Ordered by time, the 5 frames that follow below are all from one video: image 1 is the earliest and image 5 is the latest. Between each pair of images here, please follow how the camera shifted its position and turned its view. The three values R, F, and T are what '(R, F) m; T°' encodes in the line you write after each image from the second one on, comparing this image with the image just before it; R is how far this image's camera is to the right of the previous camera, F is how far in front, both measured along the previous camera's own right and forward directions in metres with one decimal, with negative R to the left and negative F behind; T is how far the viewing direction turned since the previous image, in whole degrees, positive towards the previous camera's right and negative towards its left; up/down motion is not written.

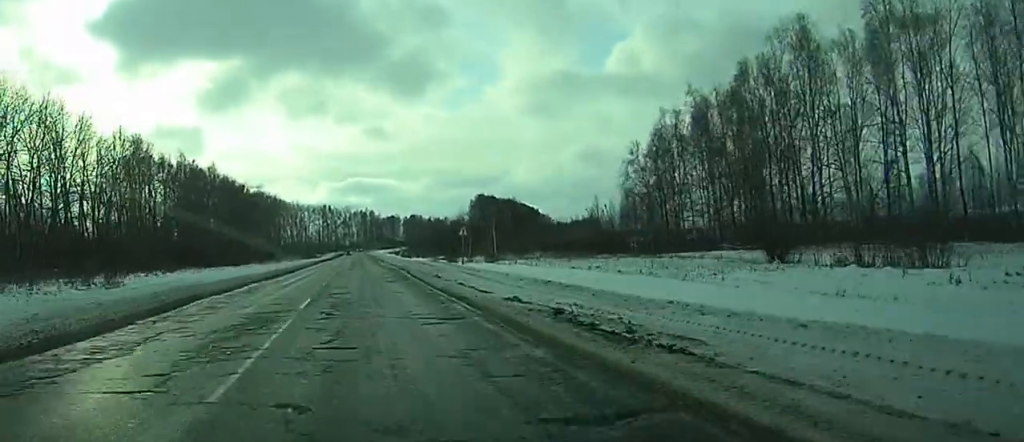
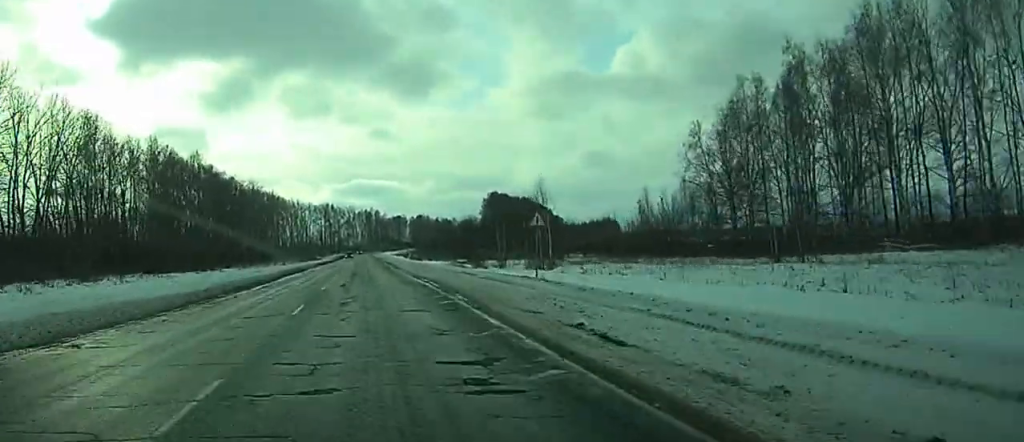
(0.0, +26.5) m; 0°
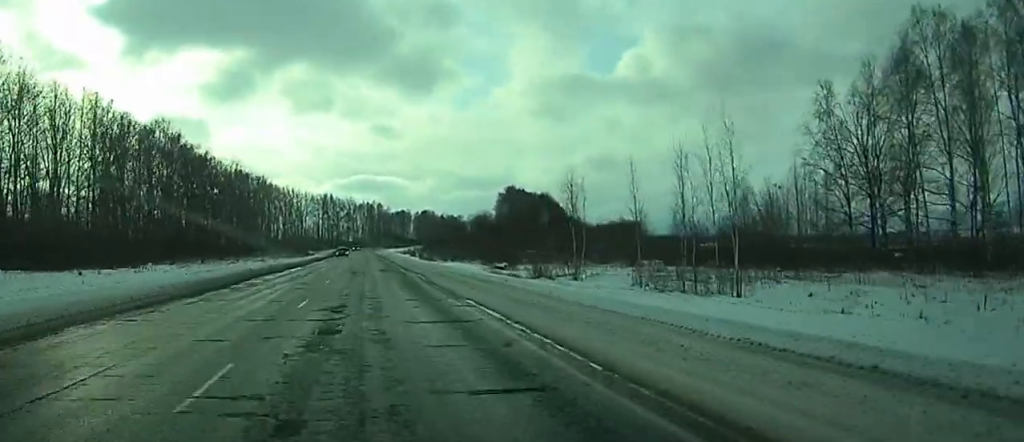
(+0.1, +35.6) m; 0°
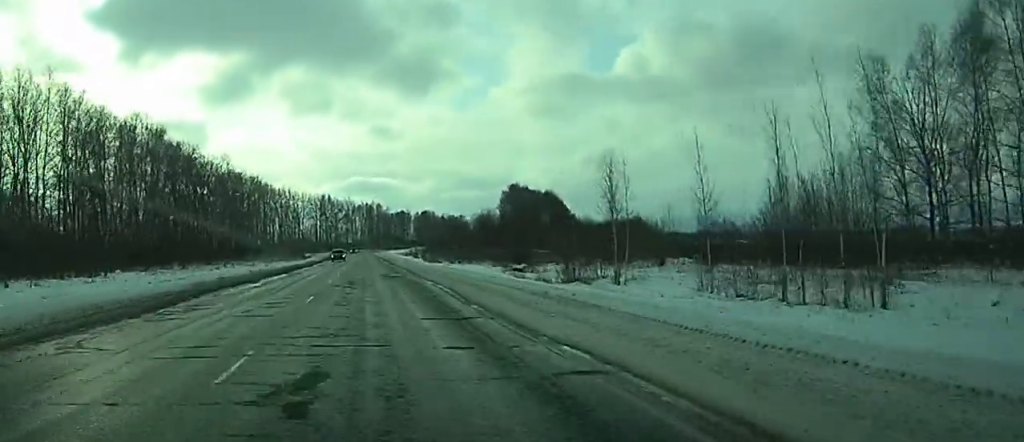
(+0.1, +10.7) m; 0°
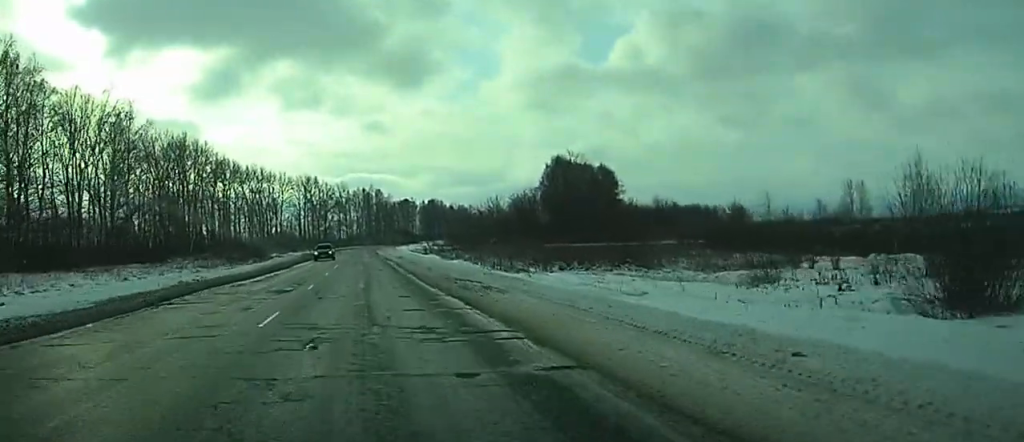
(+0.1, +79.3) m; 0°
